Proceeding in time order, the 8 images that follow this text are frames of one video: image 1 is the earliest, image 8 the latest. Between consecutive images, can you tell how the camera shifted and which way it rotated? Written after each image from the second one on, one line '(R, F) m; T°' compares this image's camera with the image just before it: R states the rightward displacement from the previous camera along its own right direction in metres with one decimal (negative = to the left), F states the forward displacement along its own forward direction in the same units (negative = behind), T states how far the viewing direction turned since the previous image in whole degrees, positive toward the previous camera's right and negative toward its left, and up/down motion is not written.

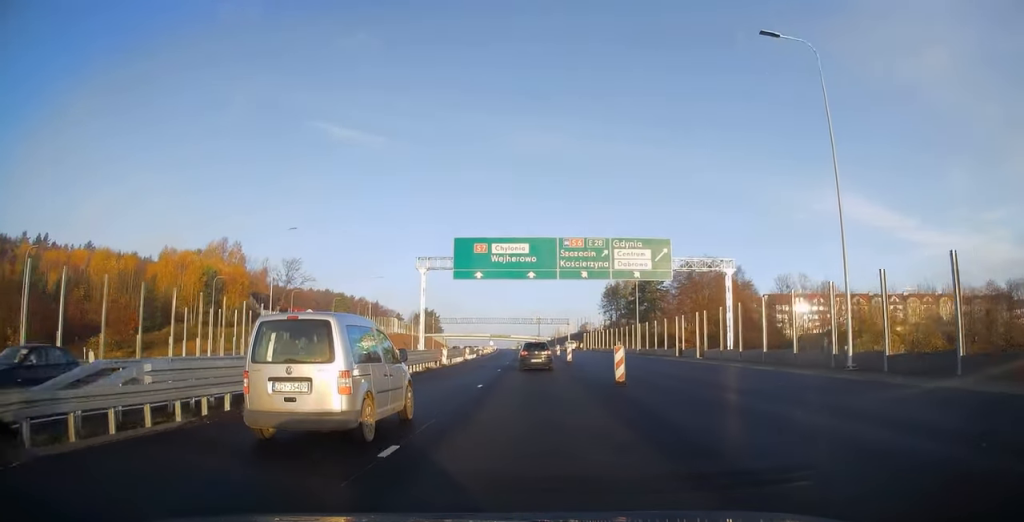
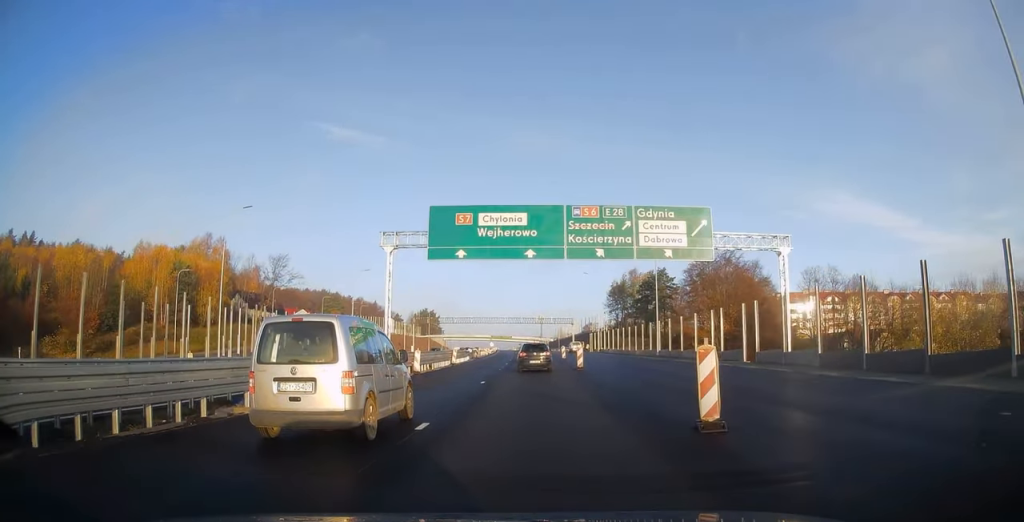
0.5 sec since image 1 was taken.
(-0.1, +9.8) m; 0°
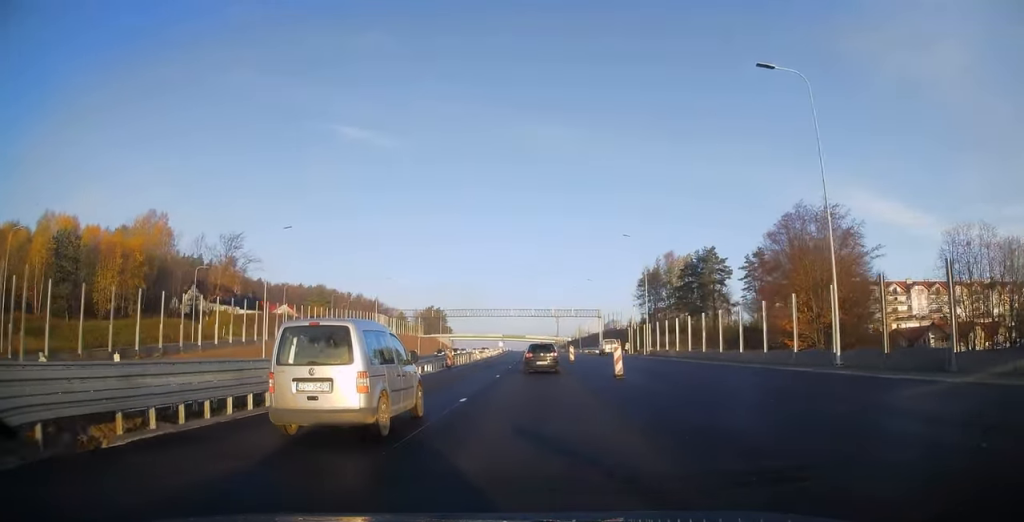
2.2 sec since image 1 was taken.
(0.0, +31.9) m; 0°
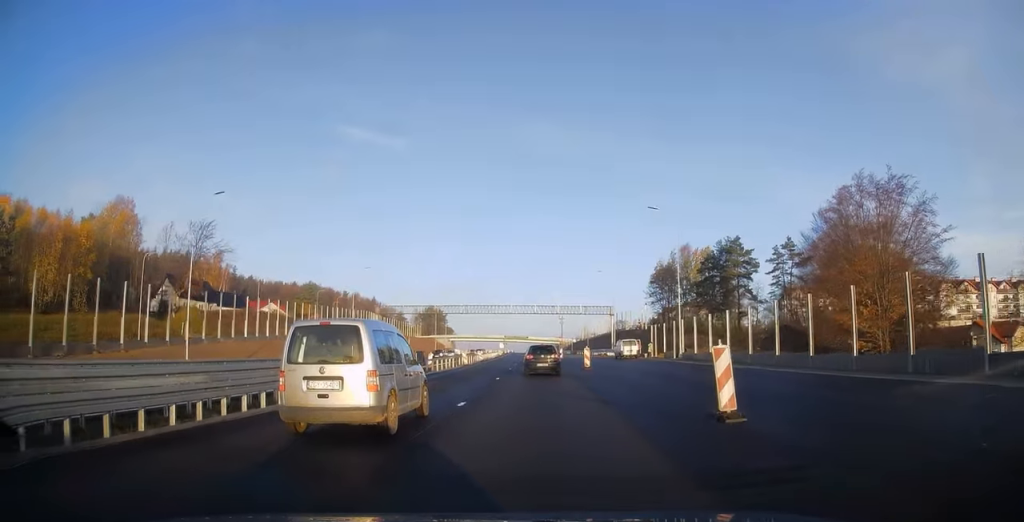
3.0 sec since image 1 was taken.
(0.0, +13.4) m; -1°
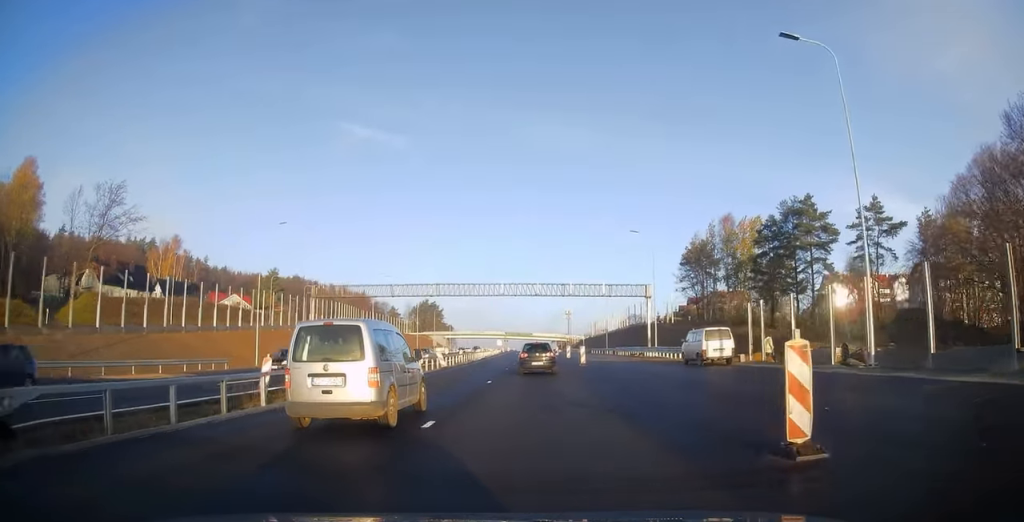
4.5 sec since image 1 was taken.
(-0.6, +28.9) m; -1°
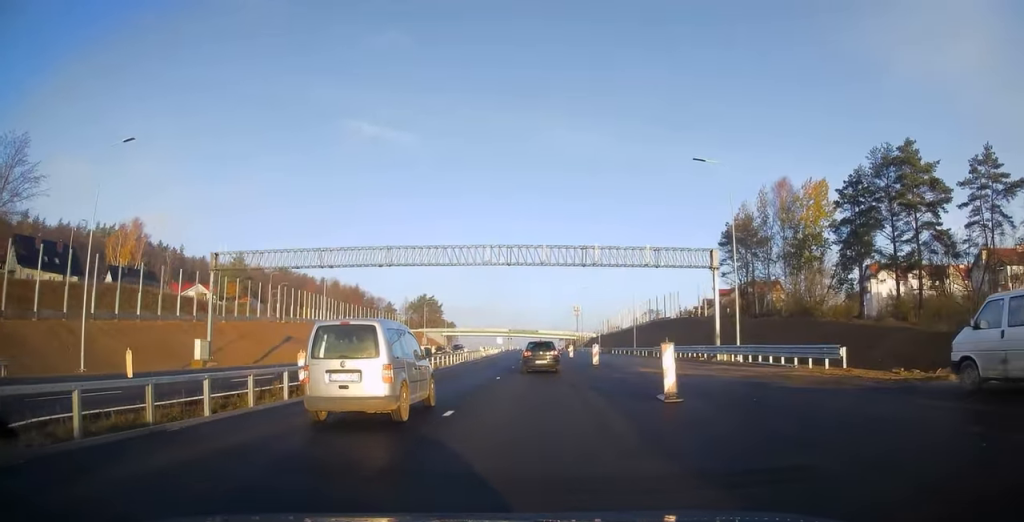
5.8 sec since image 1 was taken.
(0.0, +23.4) m; 0°
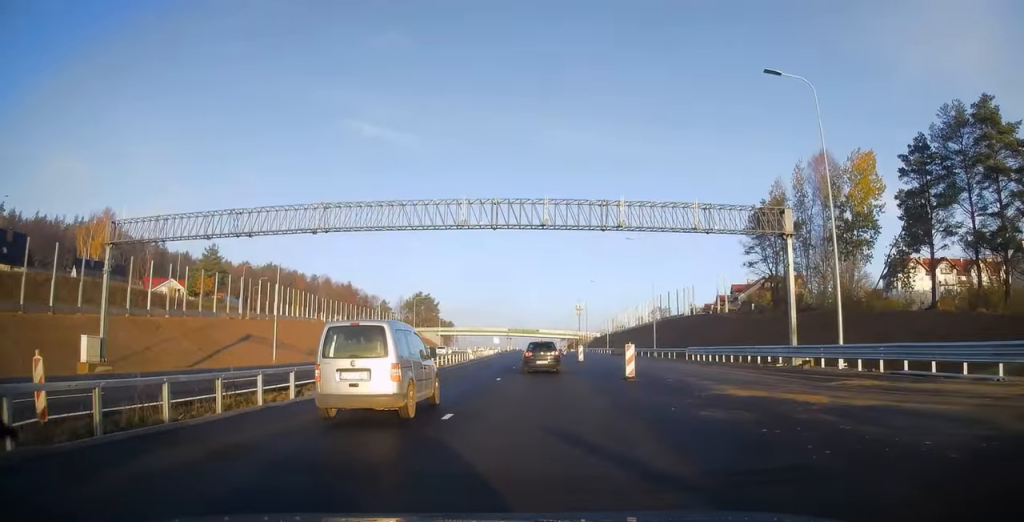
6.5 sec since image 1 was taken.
(-0.1, +13.0) m; 0°
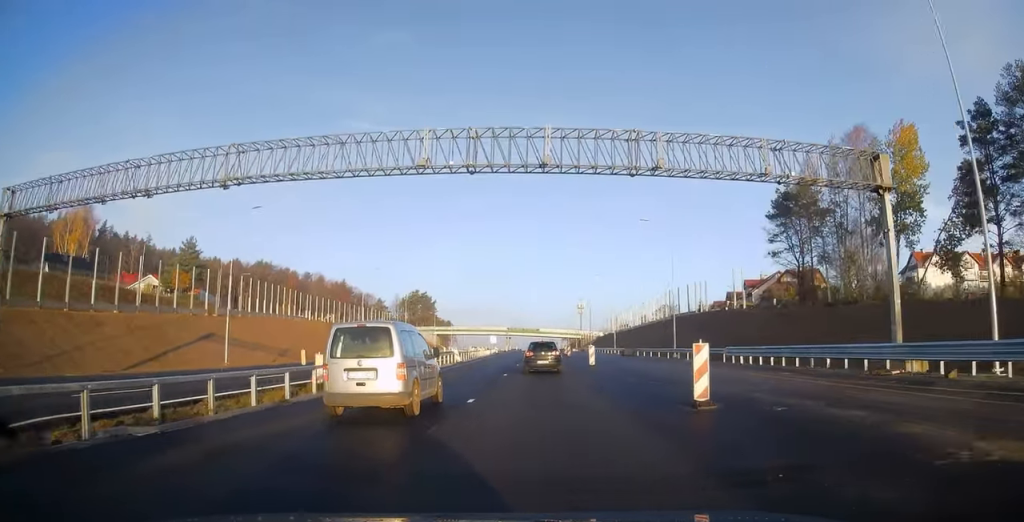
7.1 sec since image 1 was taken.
(-0.1, +9.3) m; 0°
